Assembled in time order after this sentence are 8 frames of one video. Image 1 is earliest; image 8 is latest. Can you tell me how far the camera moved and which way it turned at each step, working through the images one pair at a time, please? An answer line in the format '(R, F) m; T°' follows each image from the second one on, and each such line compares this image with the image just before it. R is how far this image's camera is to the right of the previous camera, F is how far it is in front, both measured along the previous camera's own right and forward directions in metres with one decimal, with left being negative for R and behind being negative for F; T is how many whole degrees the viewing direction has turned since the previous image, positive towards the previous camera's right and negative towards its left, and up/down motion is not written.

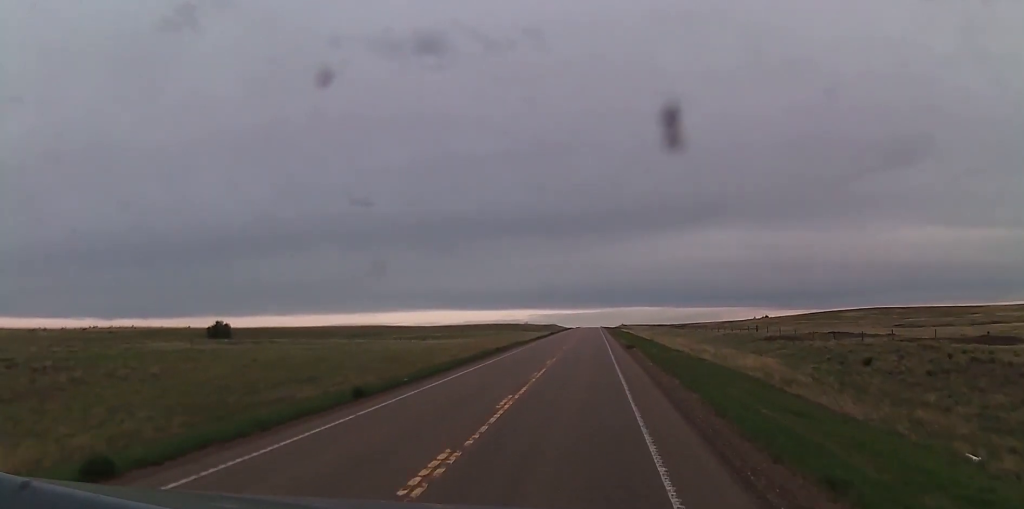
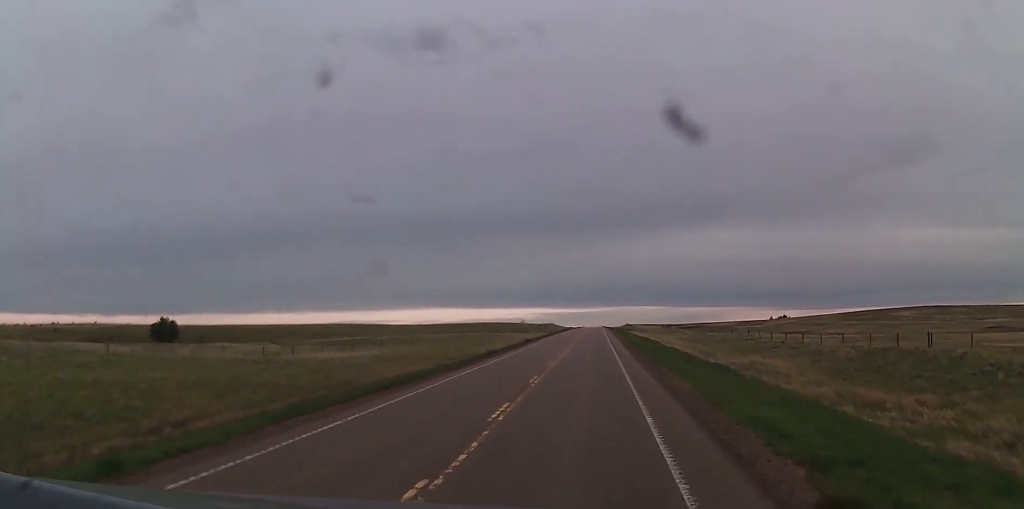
(-0.1, +46.9) m; -1°
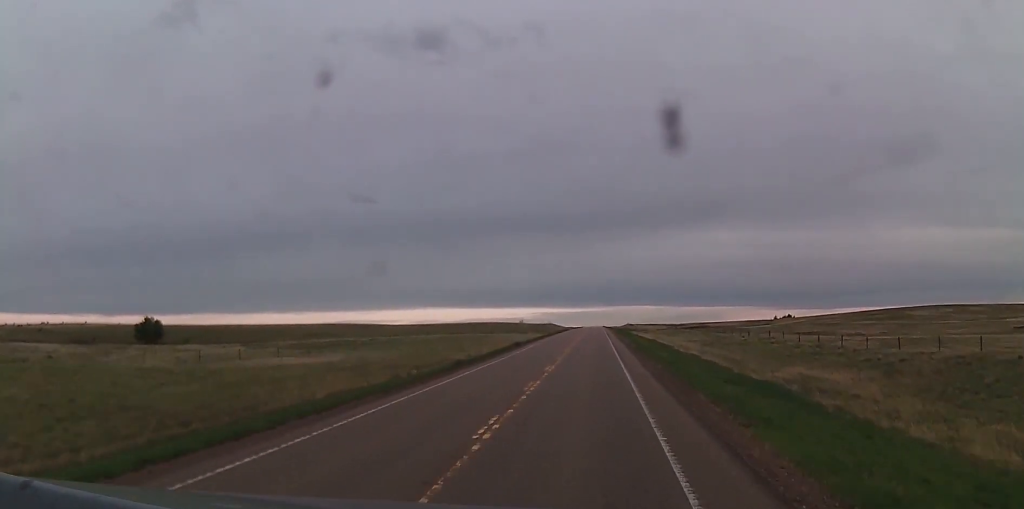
(-0.1, +10.9) m; 0°
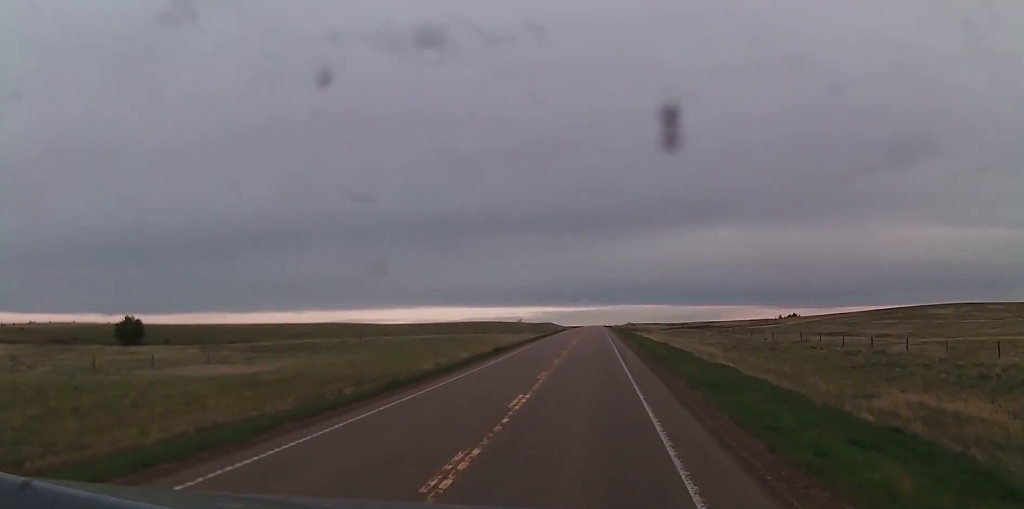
(-0.1, +13.0) m; 0°
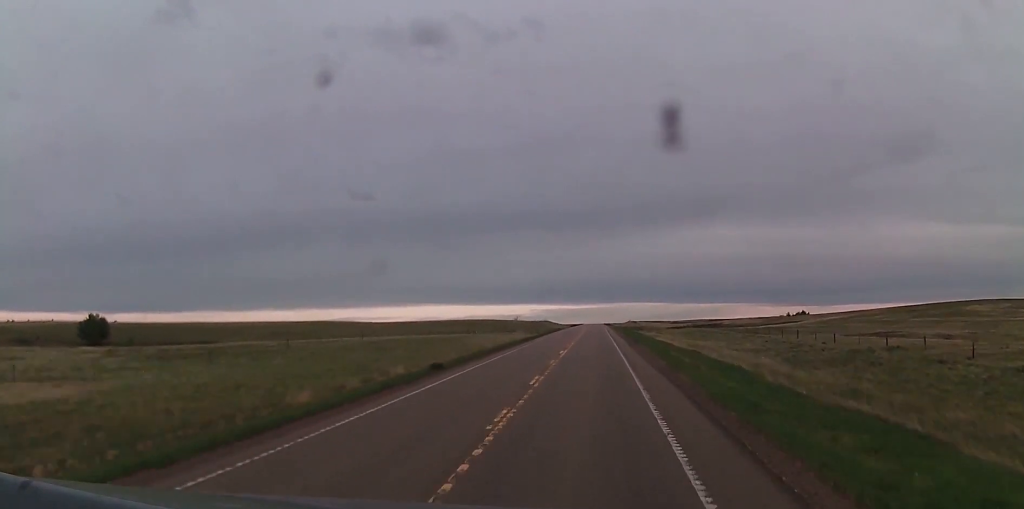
(+0.3, +21.8) m; 0°
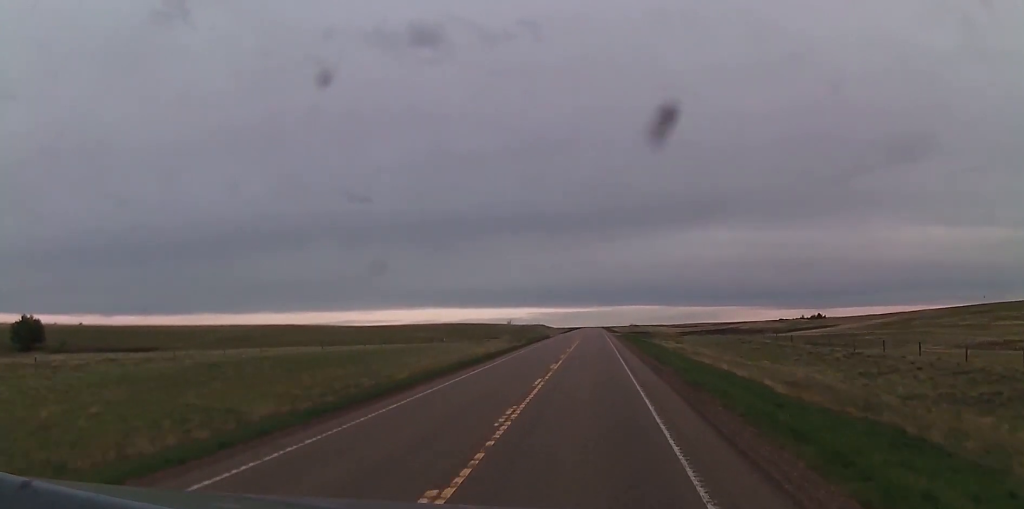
(-0.2, +34.8) m; 0°
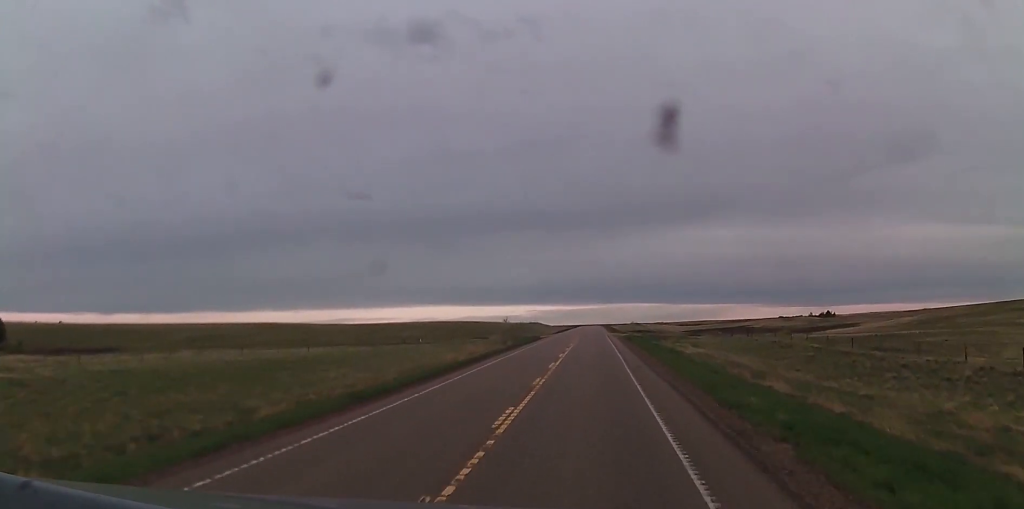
(+0.2, +18.5) m; +1°
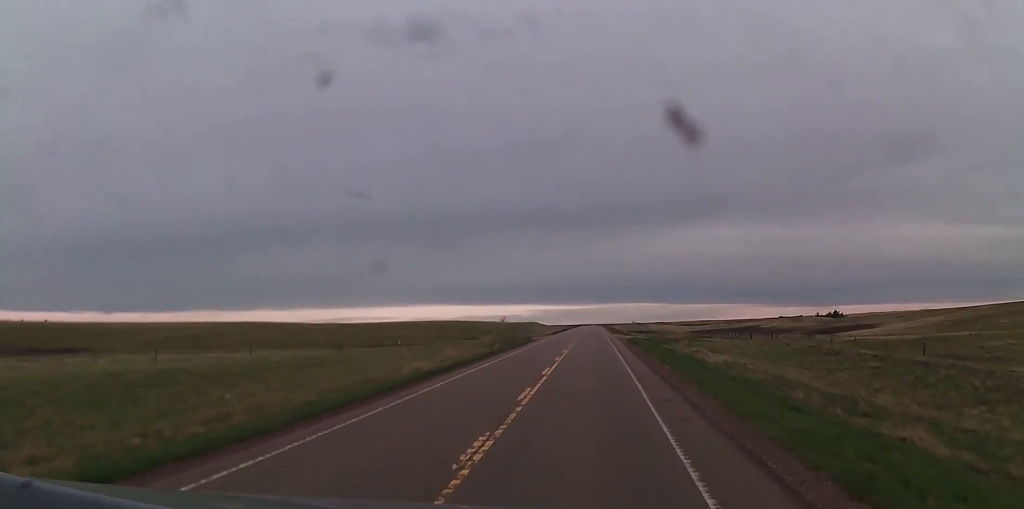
(0.0, +13.1) m; 0°
